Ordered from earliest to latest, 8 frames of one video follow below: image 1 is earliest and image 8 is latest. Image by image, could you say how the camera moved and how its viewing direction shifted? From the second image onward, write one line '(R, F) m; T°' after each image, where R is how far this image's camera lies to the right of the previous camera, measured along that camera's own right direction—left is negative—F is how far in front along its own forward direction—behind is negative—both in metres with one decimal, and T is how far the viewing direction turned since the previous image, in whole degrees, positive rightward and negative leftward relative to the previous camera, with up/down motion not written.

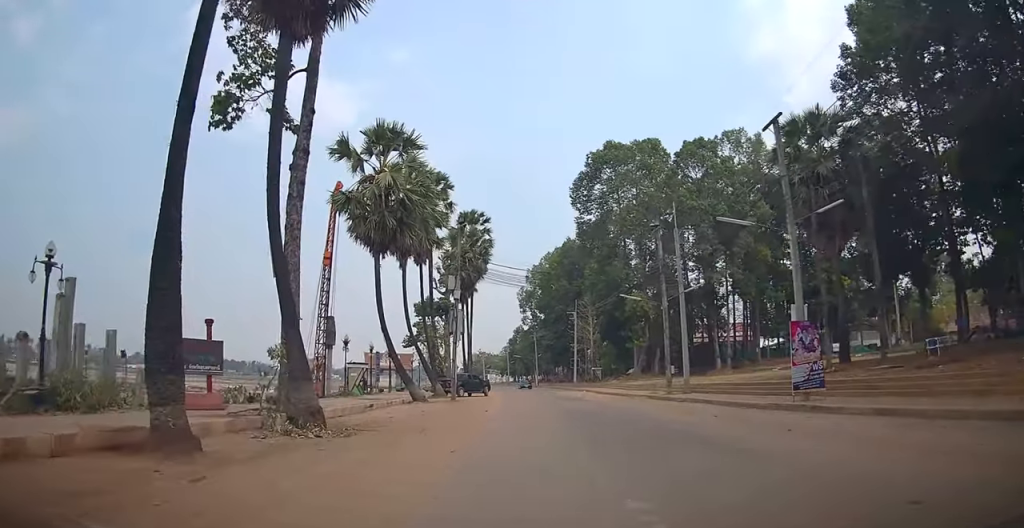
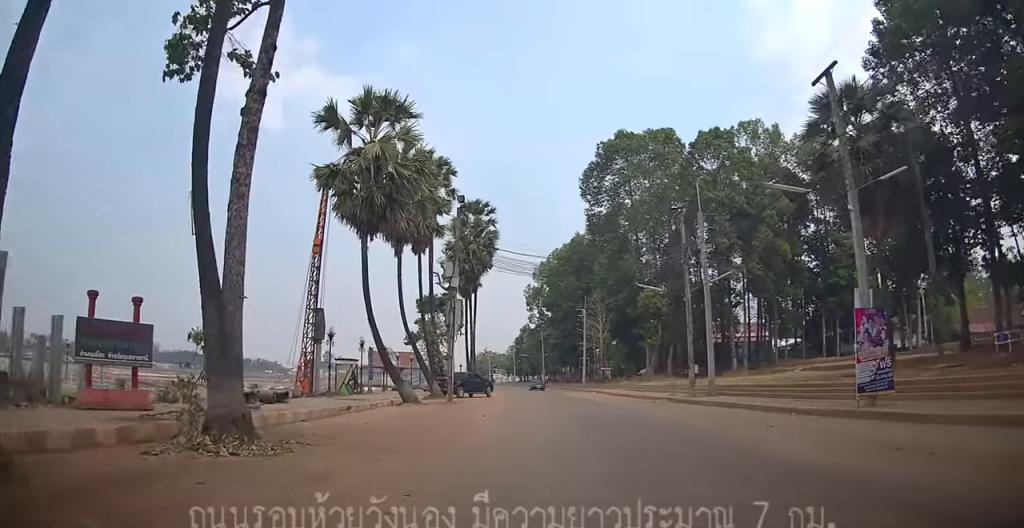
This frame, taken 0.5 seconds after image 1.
(0.0, +3.5) m; 0°
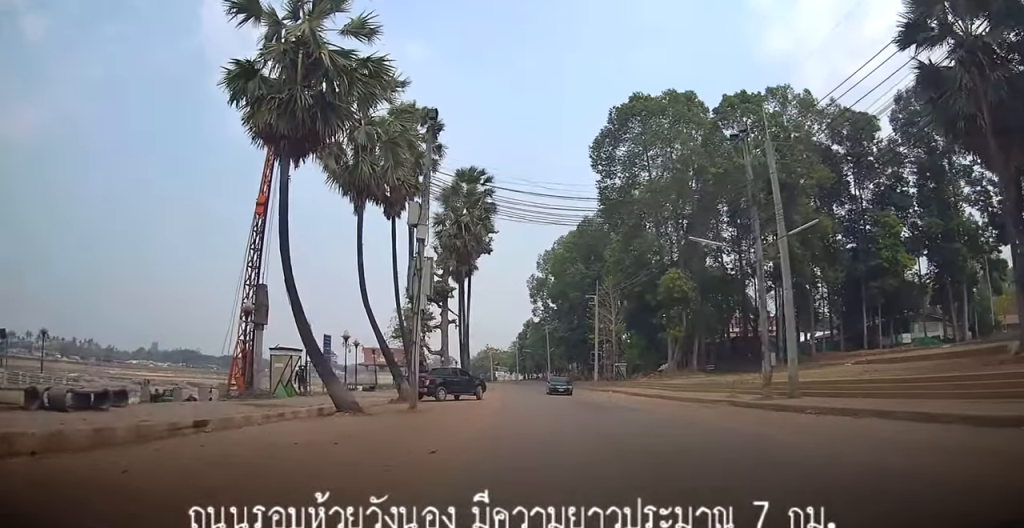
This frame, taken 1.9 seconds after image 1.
(0.0, +8.8) m; 0°
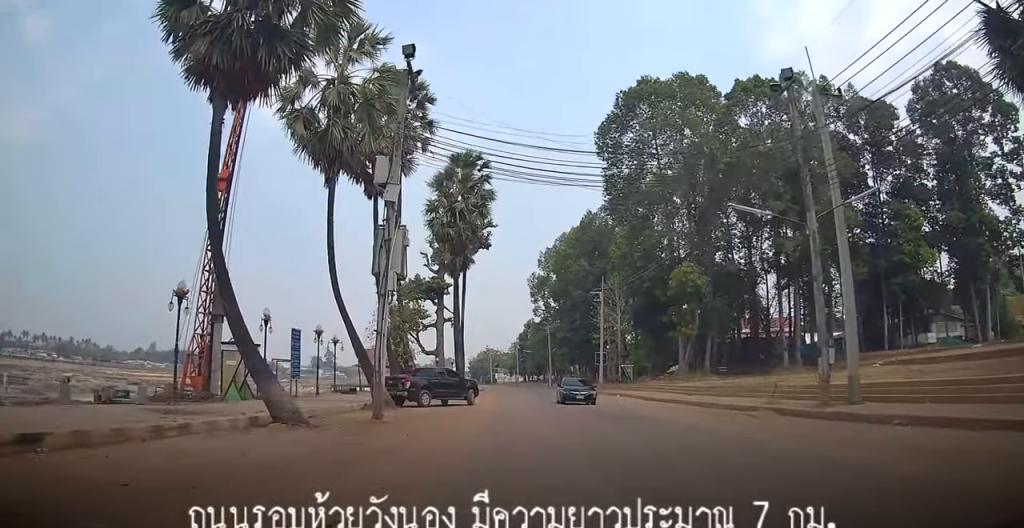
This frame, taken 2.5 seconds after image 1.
(0.0, +3.9) m; 0°
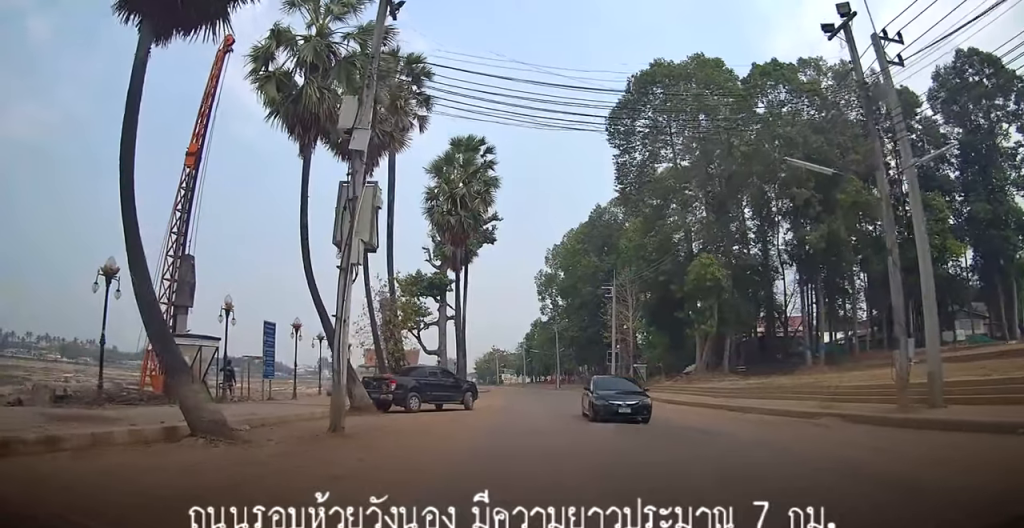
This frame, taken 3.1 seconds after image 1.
(0.0, +3.2) m; 0°
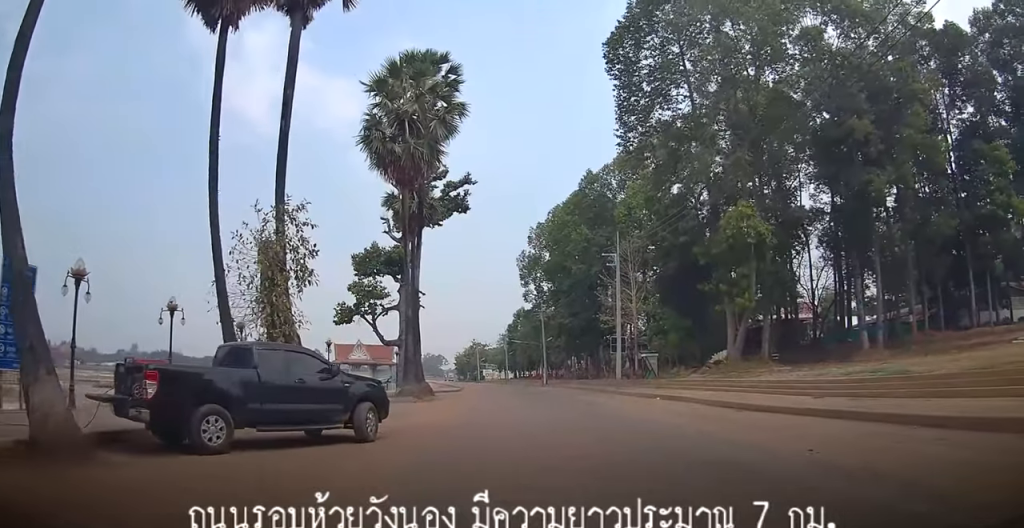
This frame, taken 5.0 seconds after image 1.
(+0.1, +10.8) m; +4°
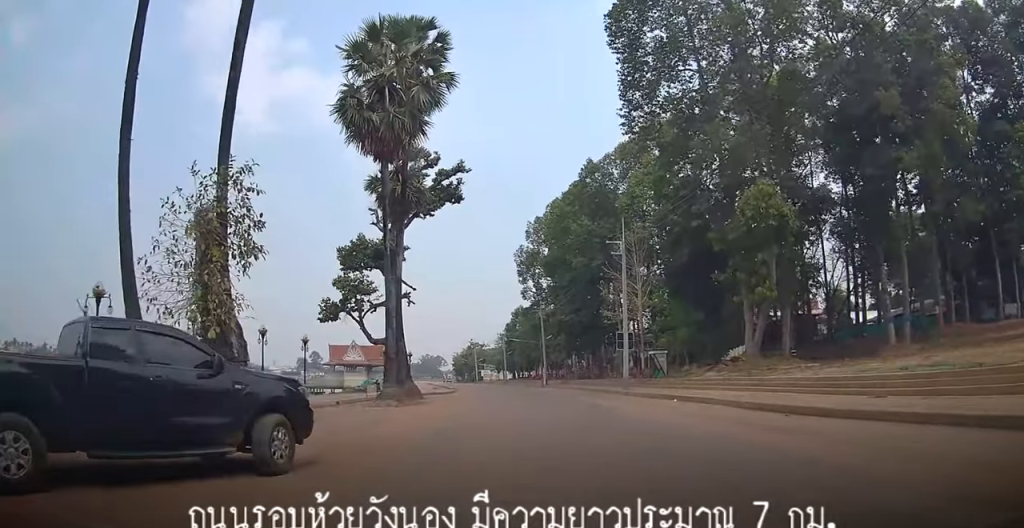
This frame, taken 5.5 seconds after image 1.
(0.0, +3.2) m; +4°
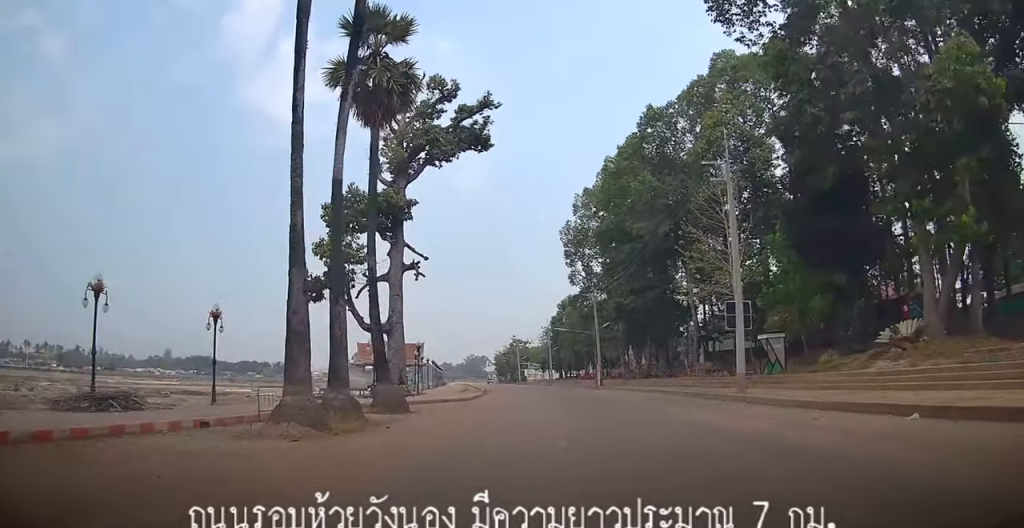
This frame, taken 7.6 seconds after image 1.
(-0.3, +13.8) m; -8°
